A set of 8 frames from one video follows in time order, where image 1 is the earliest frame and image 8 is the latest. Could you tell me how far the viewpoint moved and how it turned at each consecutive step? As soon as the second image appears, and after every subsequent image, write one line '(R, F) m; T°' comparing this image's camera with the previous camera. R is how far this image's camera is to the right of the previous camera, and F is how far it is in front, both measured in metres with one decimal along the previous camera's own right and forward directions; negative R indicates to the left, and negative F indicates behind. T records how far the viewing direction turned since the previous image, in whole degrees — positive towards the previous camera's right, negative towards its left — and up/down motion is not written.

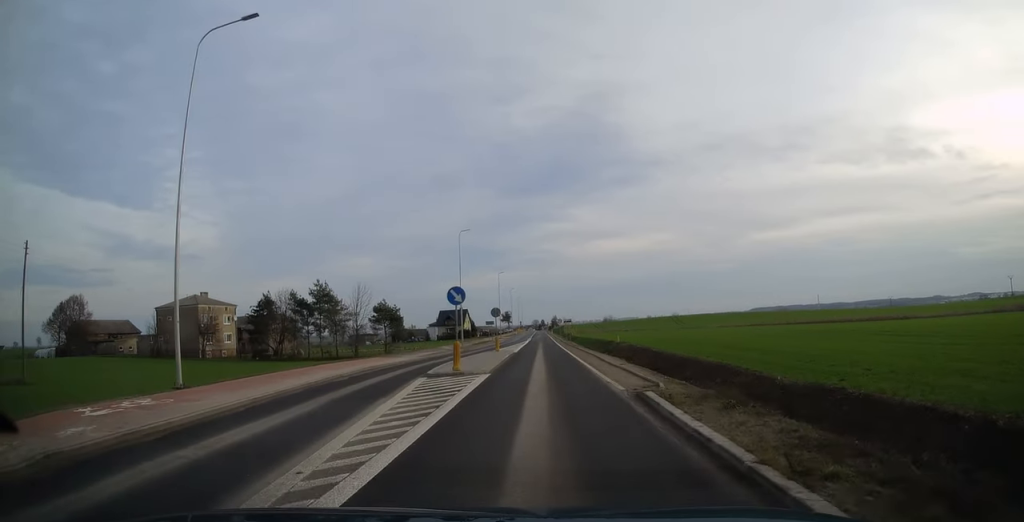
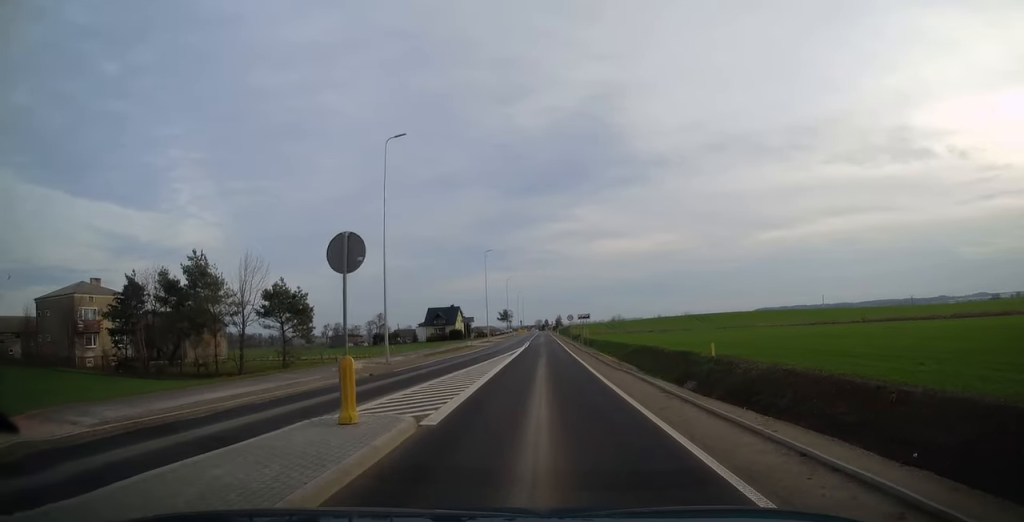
(-0.2, +27.9) m; -1°
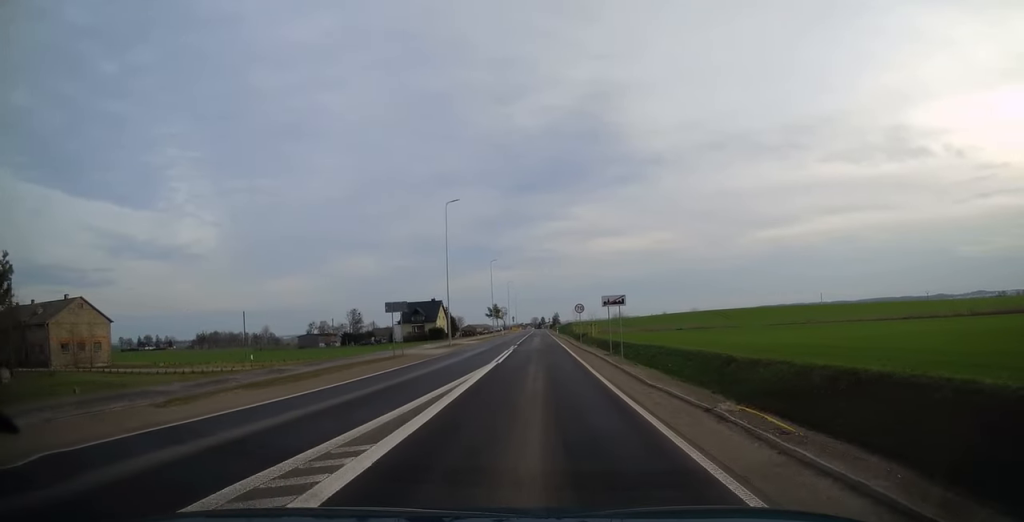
(-0.5, +26.1) m; -1°
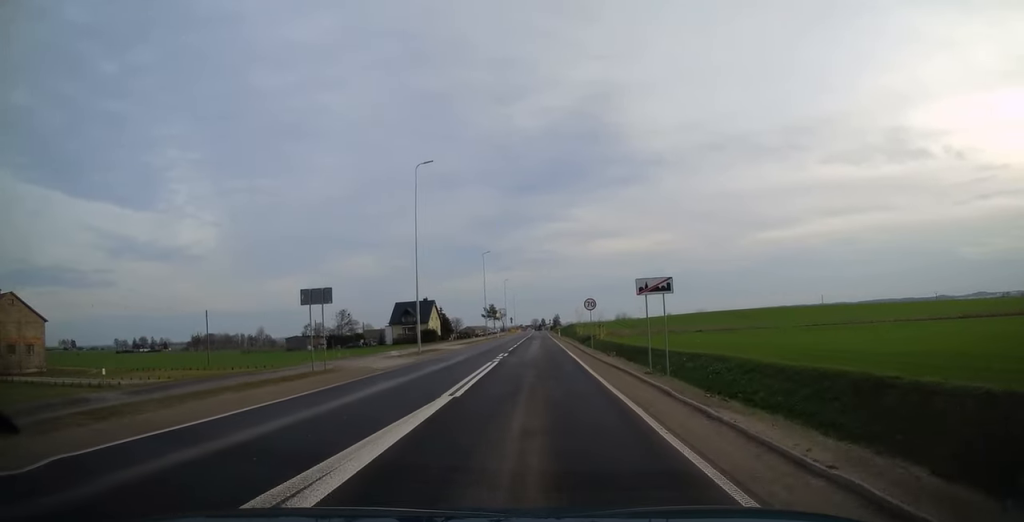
(+0.2, +11.0) m; 0°
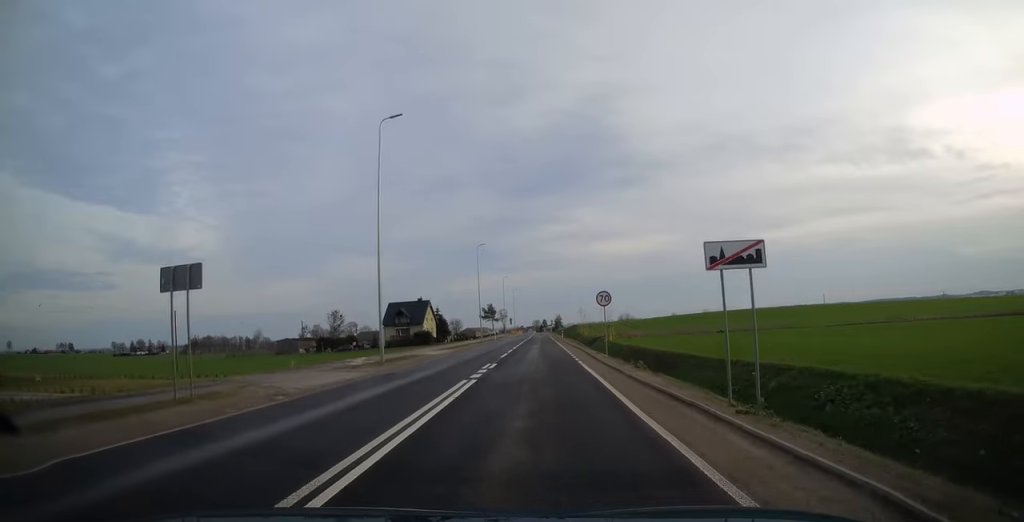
(+0.2, +8.1) m; 0°
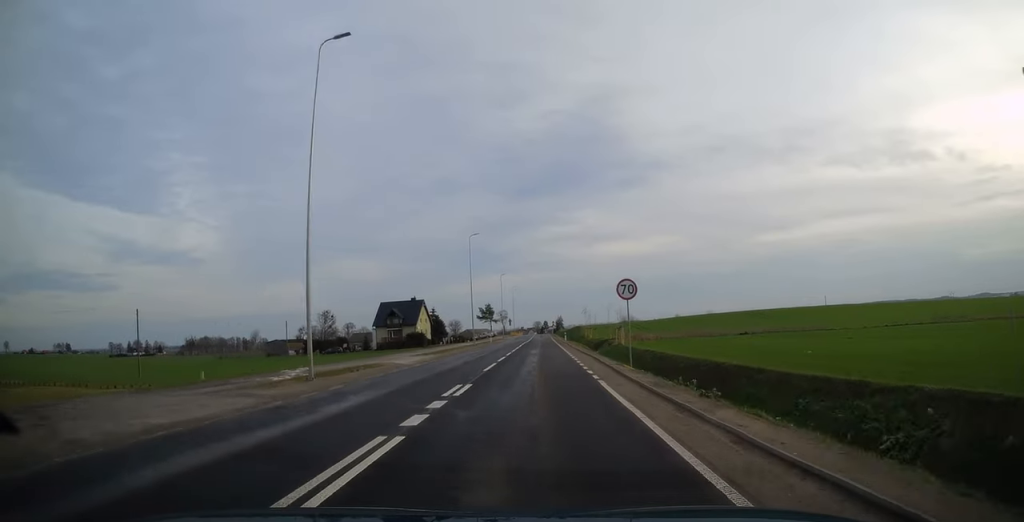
(-0.1, +8.3) m; 0°
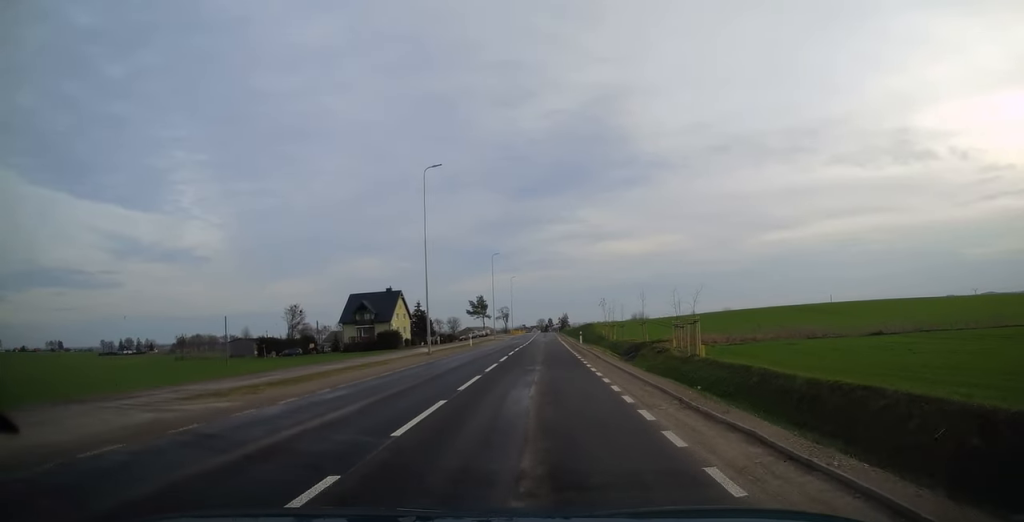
(+0.1, +25.0) m; 0°
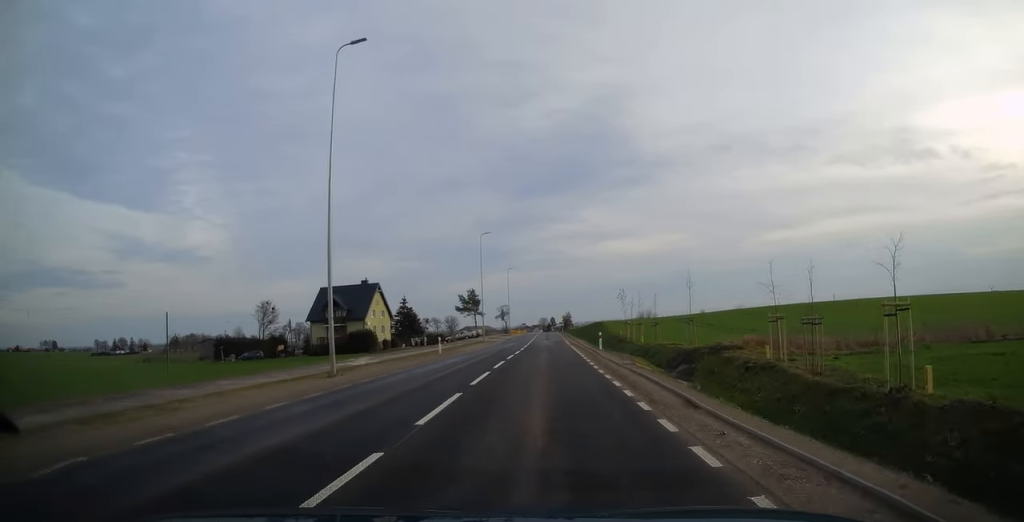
(0.0, +16.8) m; -1°
